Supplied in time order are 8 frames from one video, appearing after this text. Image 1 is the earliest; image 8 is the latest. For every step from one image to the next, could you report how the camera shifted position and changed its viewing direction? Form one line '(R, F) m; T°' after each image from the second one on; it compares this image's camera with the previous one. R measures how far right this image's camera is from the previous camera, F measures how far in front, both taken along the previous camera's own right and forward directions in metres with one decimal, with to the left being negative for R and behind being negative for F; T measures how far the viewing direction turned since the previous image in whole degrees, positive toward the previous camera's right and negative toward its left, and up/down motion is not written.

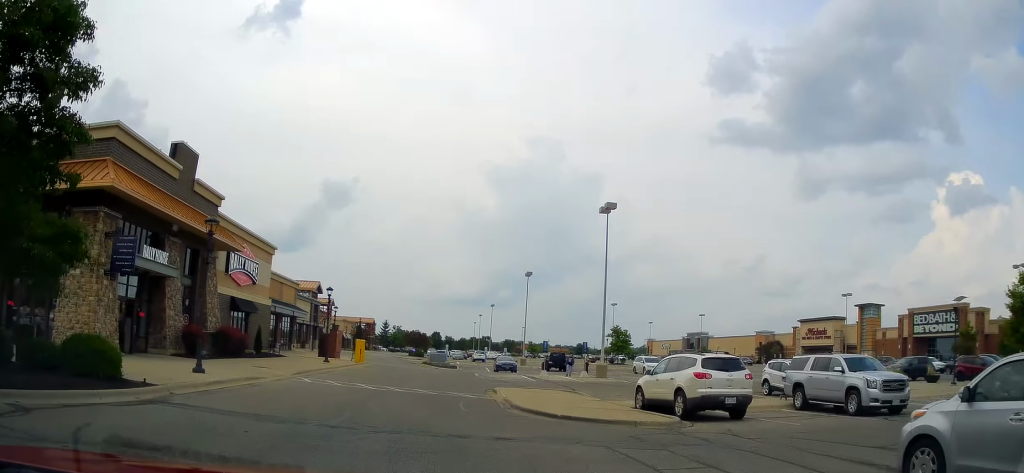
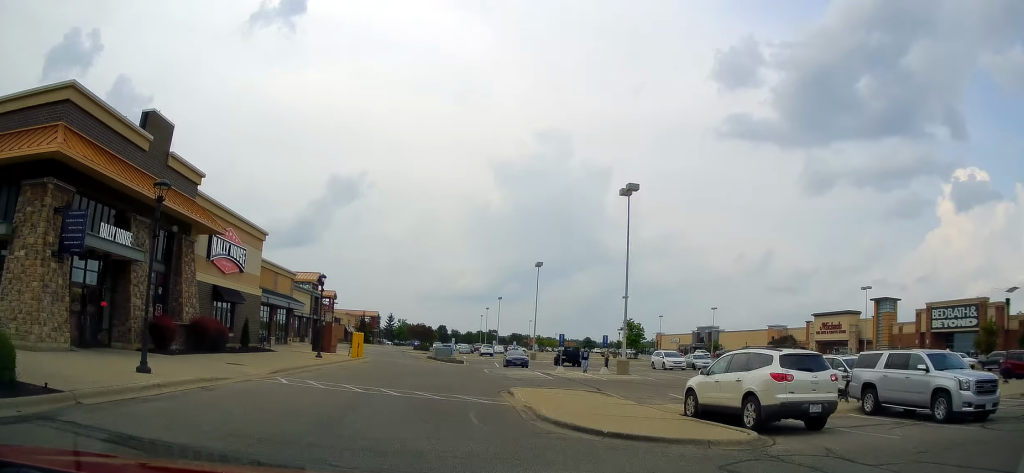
(-0.1, +4.0) m; -1°
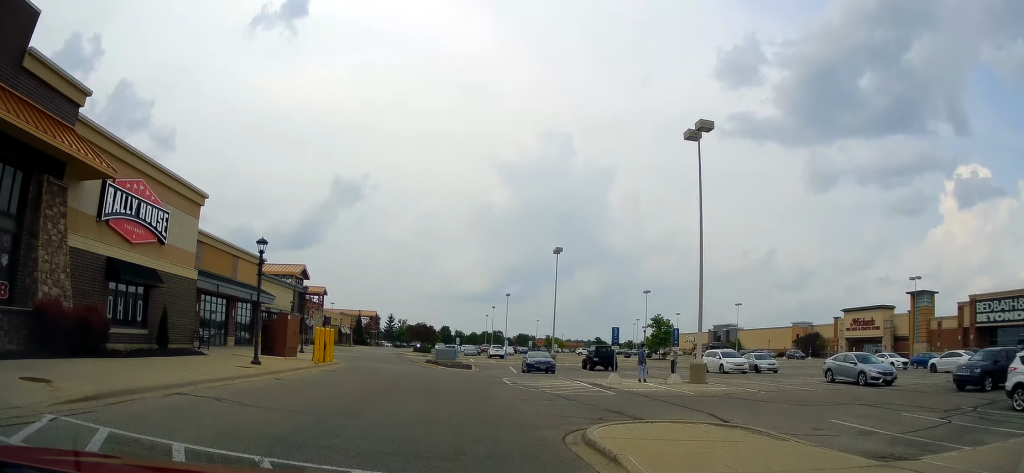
(+0.5, +11.9) m; +2°
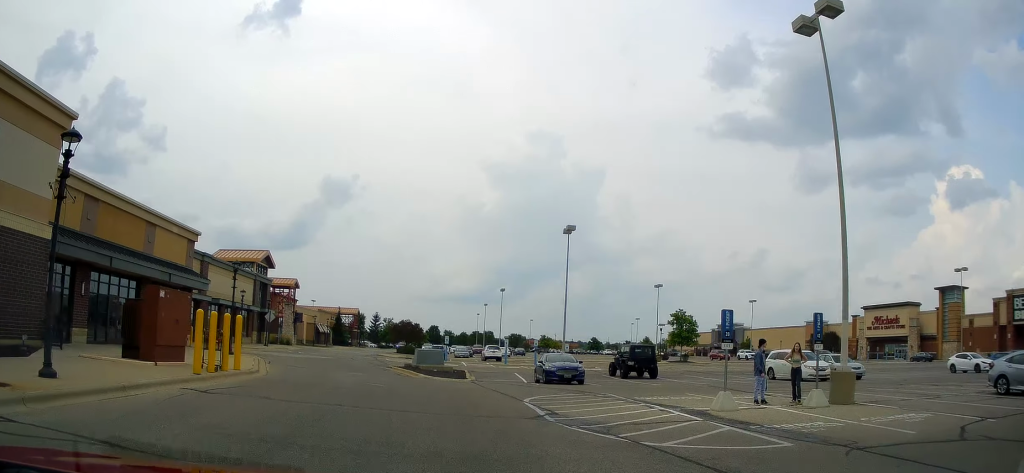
(-0.6, +11.6) m; -3°
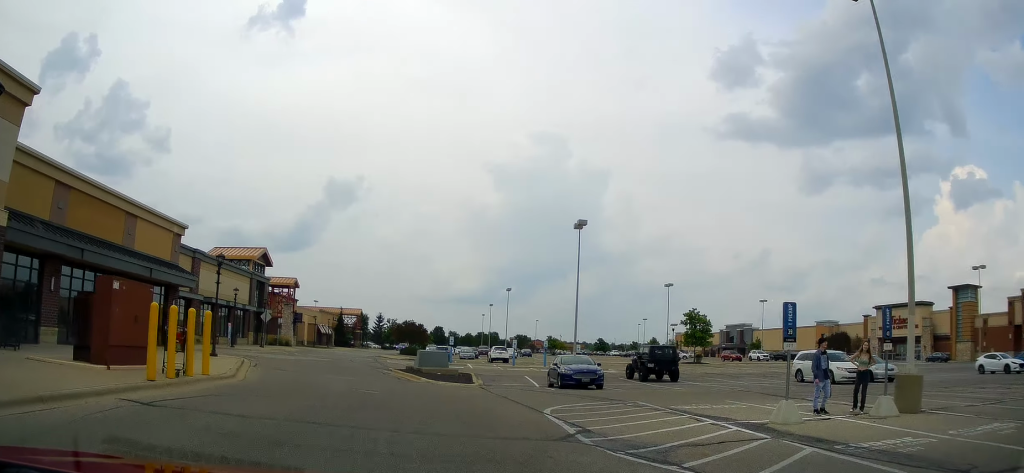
(0.0, +2.7) m; 0°
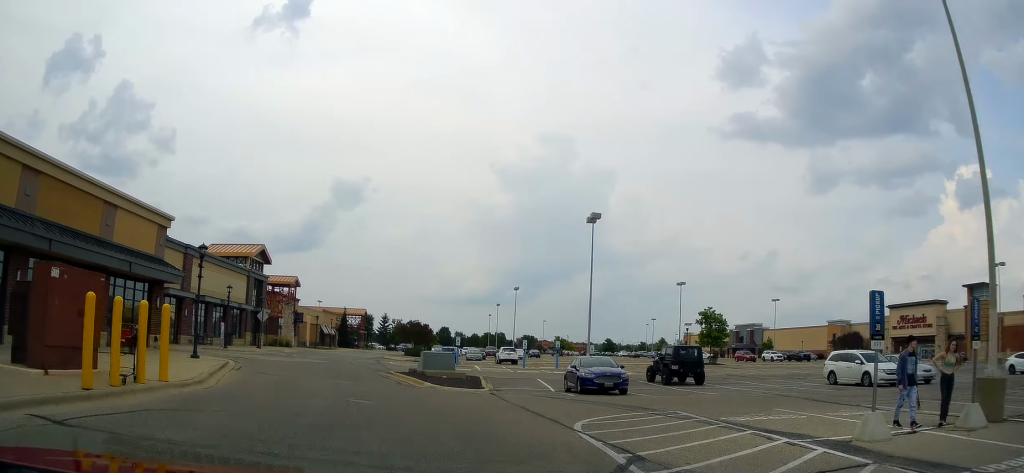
(0.0, +2.7) m; 0°
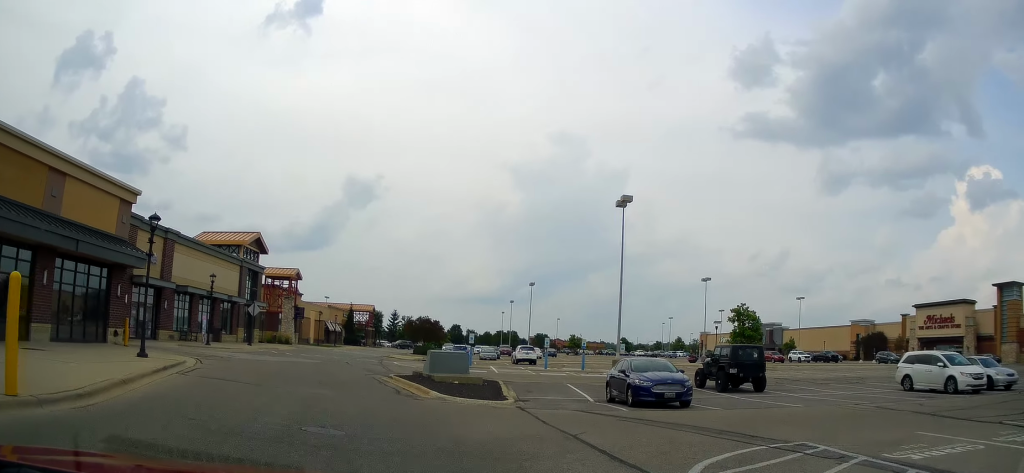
(0.0, +5.4) m; +1°
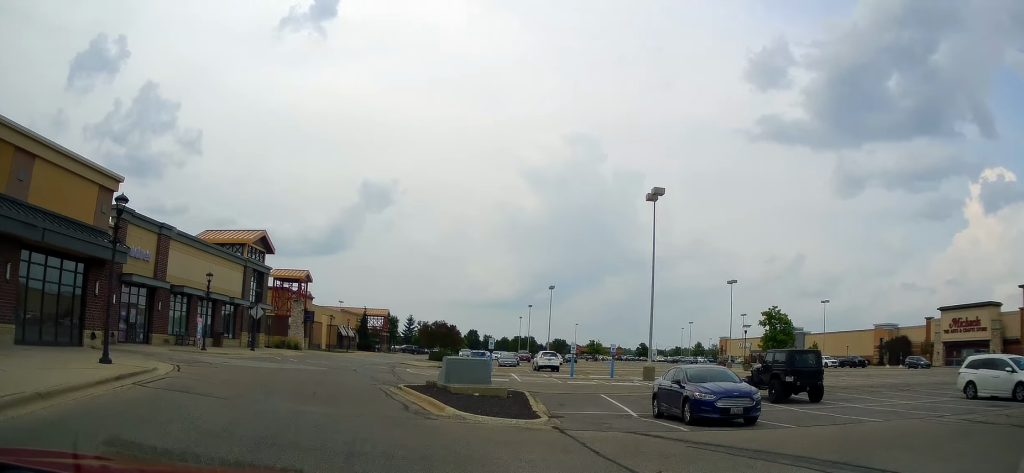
(0.0, +3.4) m; +2°
